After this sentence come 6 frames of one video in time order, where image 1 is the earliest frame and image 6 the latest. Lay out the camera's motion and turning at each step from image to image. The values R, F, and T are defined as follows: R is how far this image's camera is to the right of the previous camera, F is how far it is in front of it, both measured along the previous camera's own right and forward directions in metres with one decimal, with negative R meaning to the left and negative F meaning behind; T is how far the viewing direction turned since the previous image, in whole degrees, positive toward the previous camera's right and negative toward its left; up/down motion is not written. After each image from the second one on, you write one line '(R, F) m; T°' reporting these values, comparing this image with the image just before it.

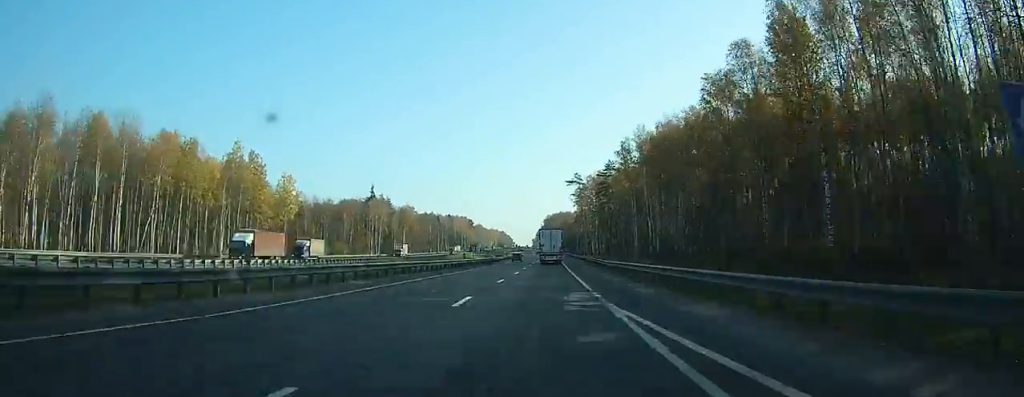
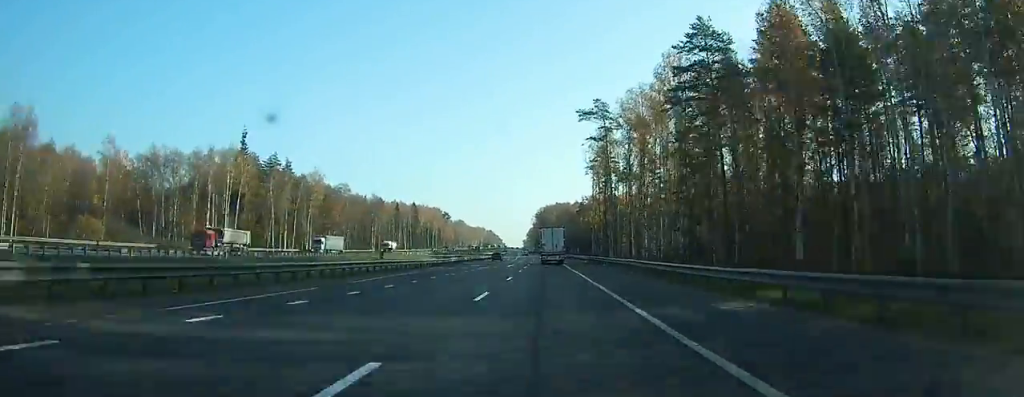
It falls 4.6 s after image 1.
(+0.7, +94.1) m; +1°
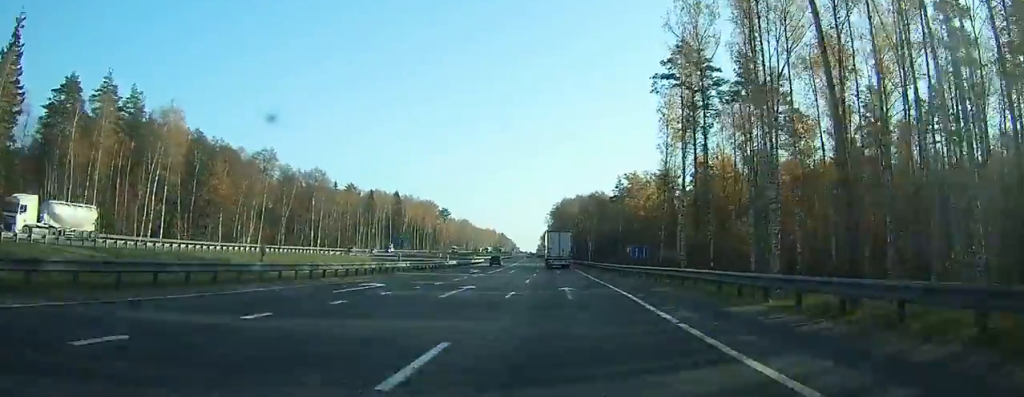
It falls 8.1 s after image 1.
(+0.4, +70.2) m; 0°
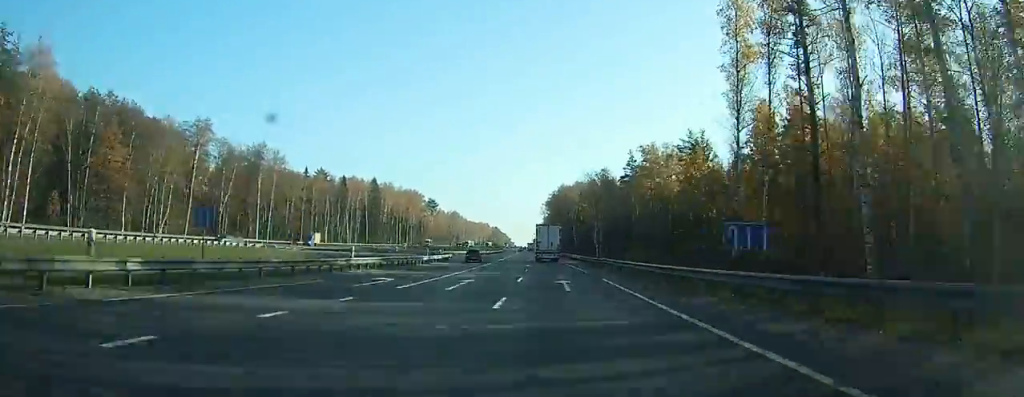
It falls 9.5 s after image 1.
(-0.1, +30.3) m; 0°
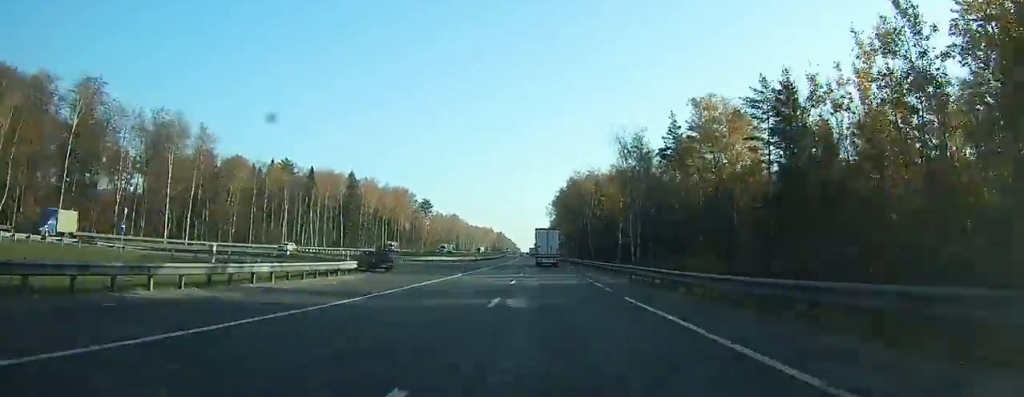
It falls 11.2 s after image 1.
(-0.1, +37.5) m; 0°
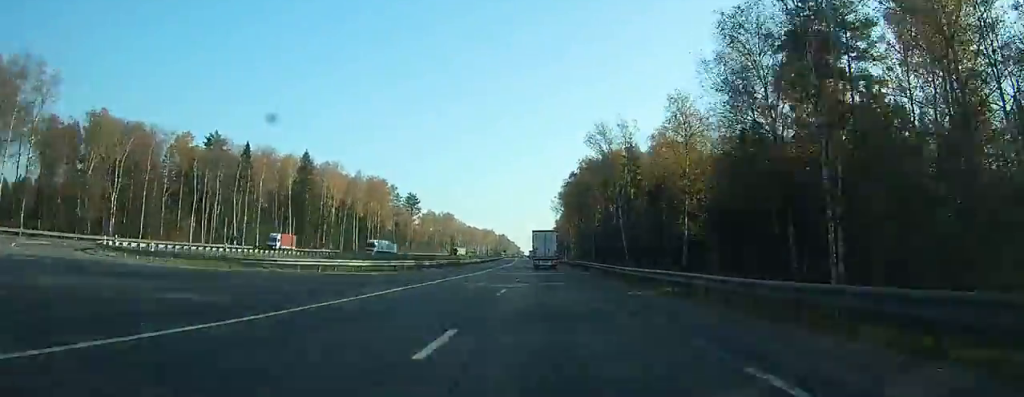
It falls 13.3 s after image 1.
(-0.2, +43.2) m; 0°
